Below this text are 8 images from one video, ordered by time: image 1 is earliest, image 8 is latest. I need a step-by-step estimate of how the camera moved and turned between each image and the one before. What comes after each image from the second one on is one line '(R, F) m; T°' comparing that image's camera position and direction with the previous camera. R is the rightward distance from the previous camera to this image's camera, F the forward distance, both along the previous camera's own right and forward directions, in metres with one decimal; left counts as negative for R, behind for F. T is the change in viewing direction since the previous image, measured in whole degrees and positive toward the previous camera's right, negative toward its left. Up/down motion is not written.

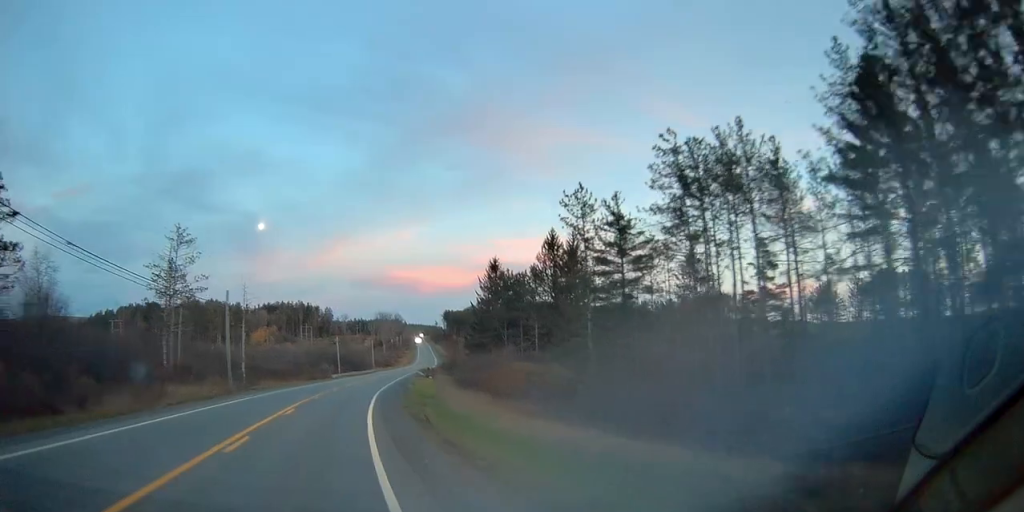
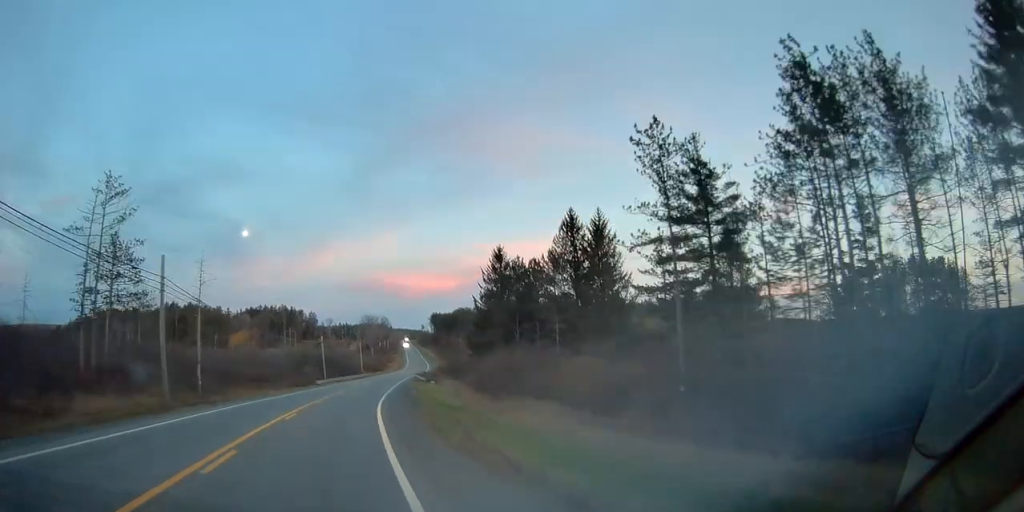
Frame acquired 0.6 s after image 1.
(+0.2, +14.1) m; +2°
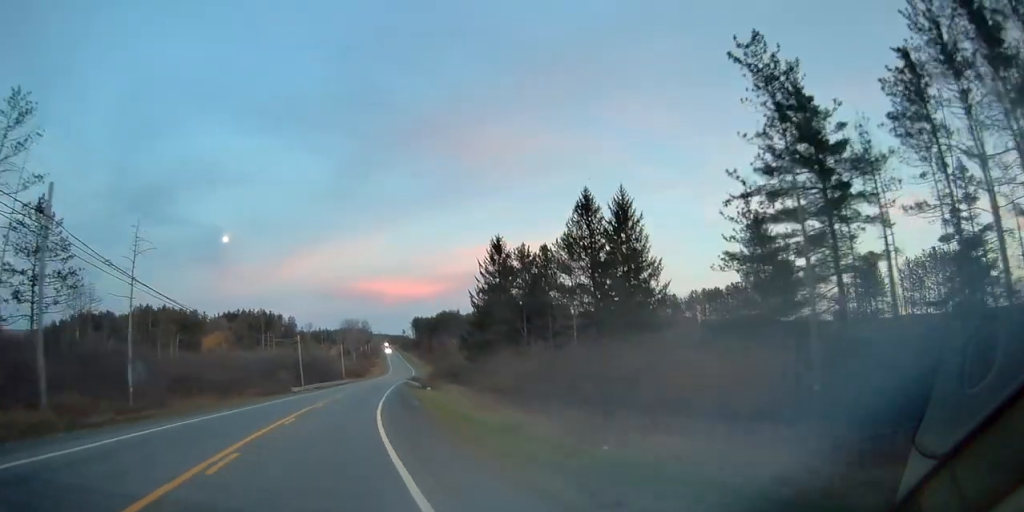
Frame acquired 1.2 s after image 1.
(+0.2, +12.0) m; +2°
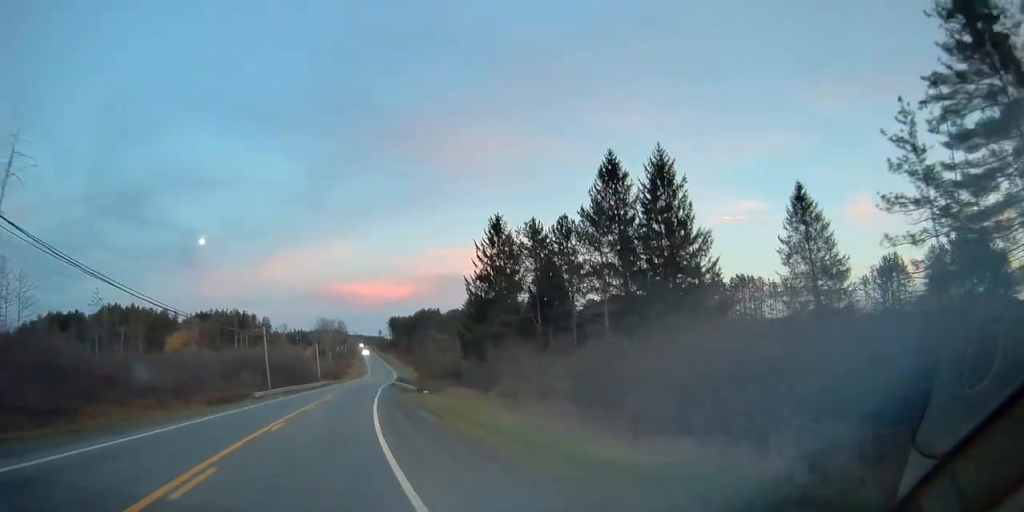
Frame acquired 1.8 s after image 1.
(+0.1, +13.6) m; +2°
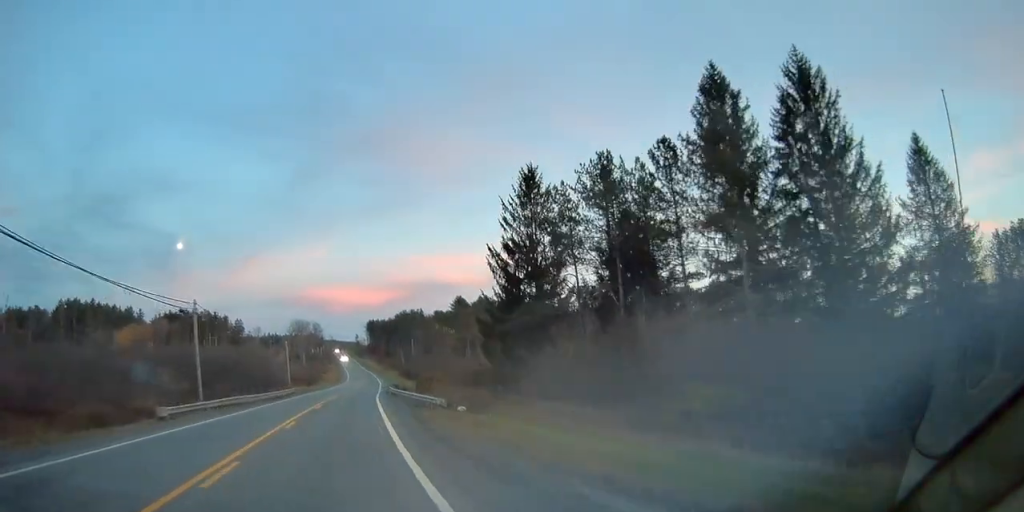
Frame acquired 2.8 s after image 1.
(+0.7, +23.2) m; +3°
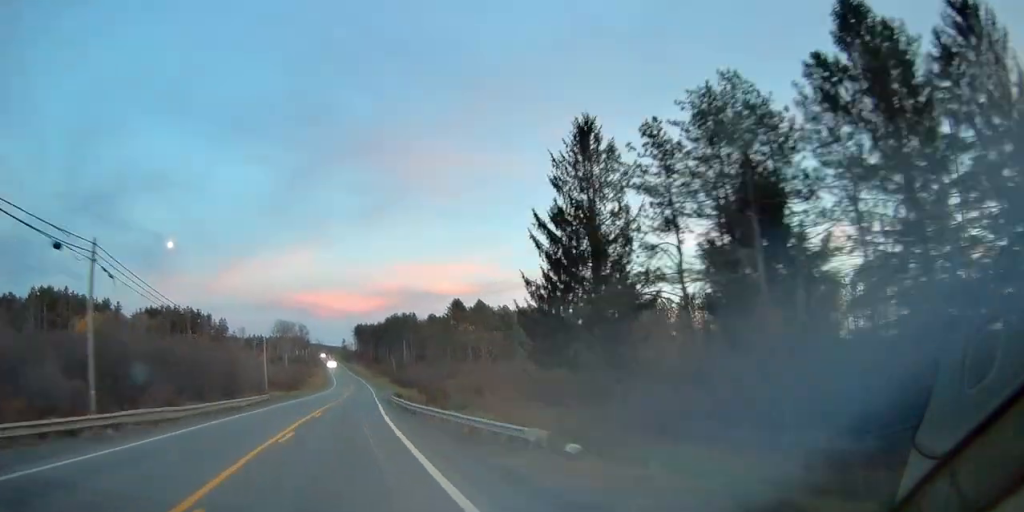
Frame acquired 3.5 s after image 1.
(+0.4, +16.3) m; +2°
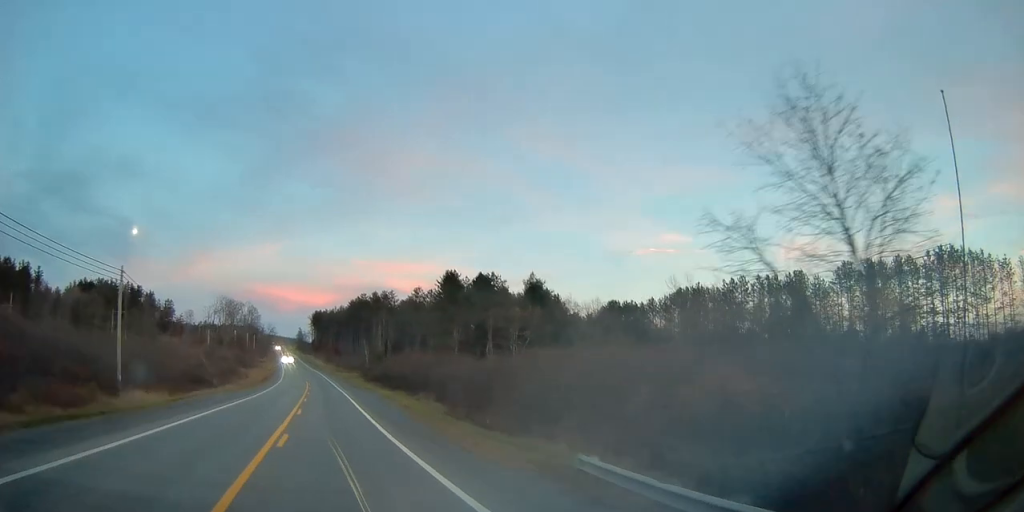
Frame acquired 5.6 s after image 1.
(+1.7, +49.5) m; +4°
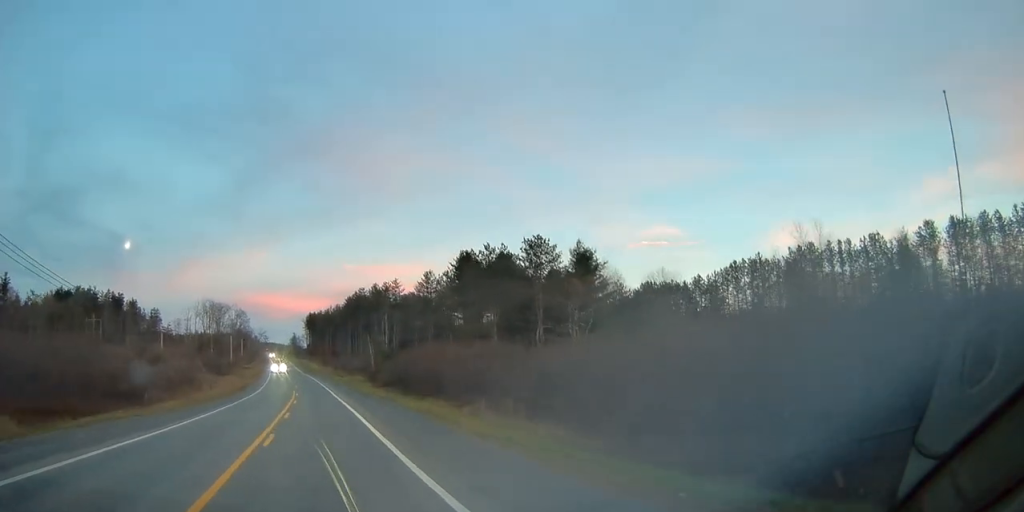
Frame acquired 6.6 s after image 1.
(+0.4, +23.7) m; +2°
